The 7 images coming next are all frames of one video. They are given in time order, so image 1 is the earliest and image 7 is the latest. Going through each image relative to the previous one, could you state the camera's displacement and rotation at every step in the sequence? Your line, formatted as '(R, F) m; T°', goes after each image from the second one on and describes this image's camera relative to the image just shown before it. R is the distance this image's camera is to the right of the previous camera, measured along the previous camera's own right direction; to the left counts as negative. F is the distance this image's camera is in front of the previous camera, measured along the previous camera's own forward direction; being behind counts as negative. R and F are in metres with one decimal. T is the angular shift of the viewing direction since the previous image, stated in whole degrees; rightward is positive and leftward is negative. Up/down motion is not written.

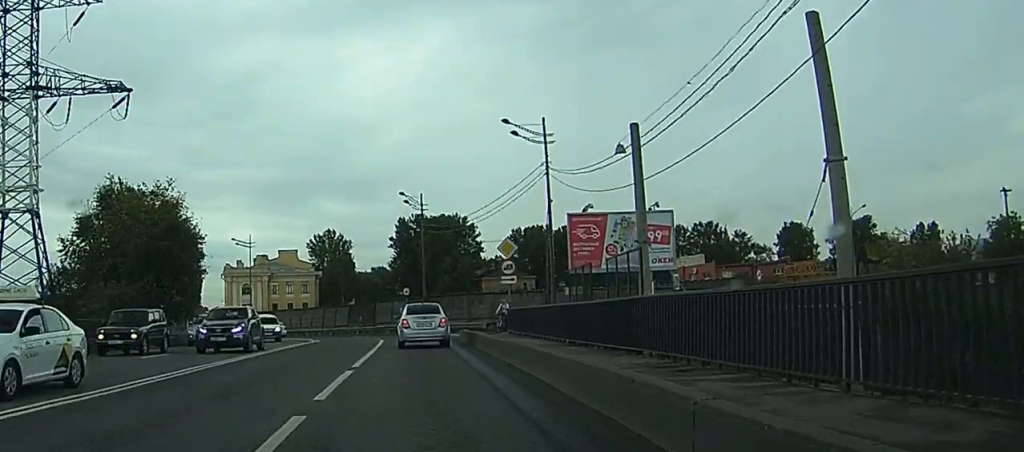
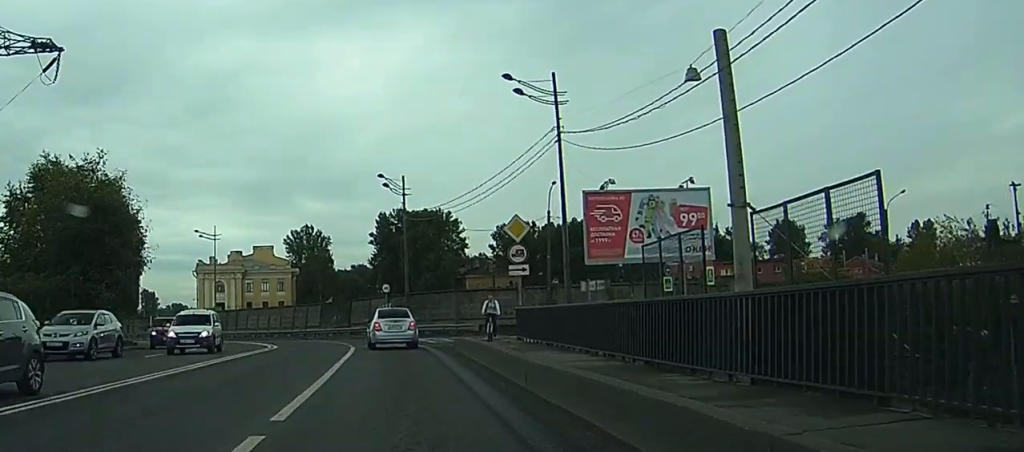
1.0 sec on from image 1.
(+0.1, +7.8) m; 0°
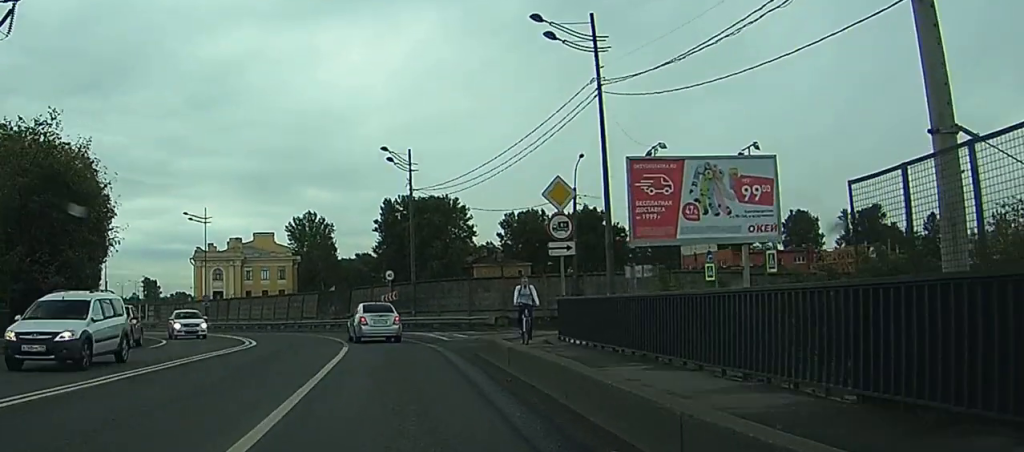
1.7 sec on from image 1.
(0.0, +6.0) m; 0°
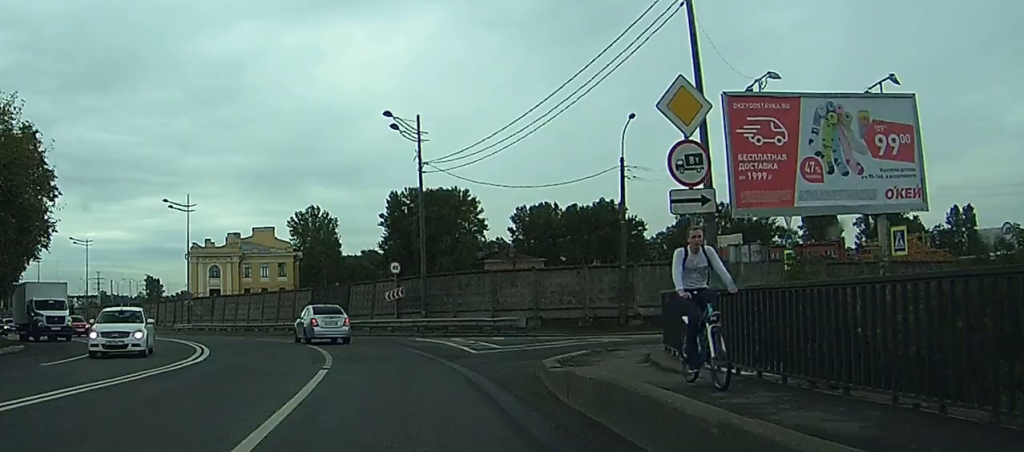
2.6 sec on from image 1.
(-0.1, +8.9) m; -1°
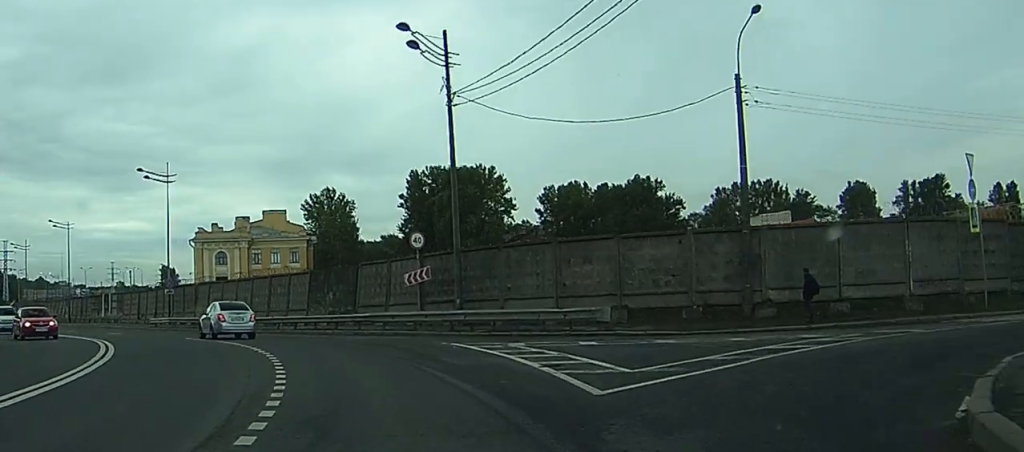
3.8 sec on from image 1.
(-0.1, +12.1) m; -1°
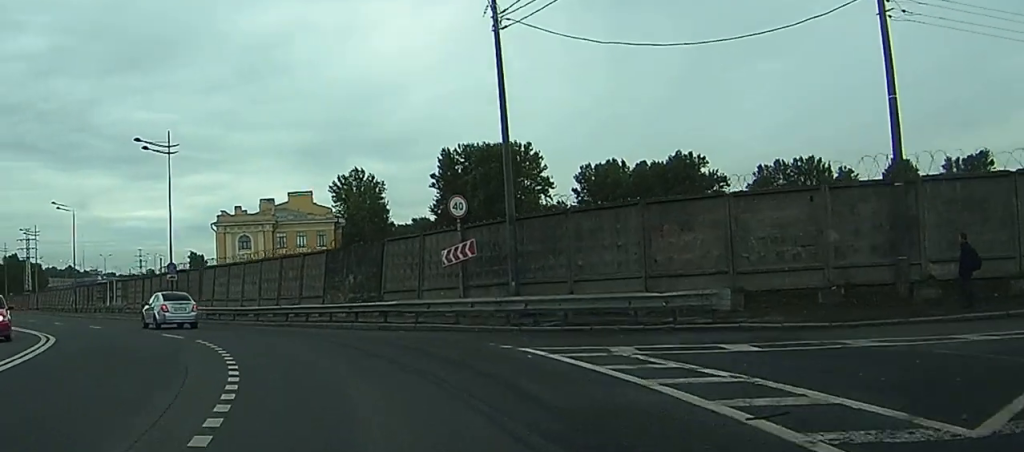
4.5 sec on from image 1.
(-0.1, +7.6) m; -1°
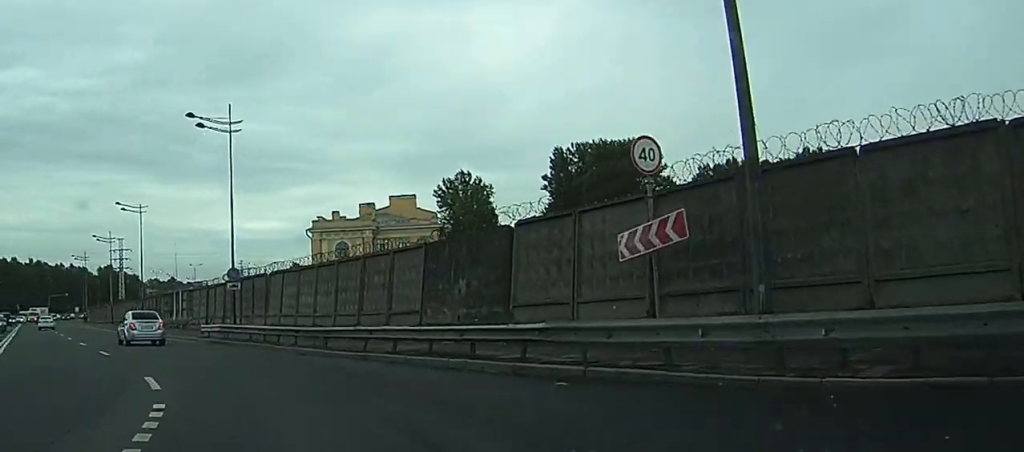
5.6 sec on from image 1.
(-0.1, +11.7) m; -3°
